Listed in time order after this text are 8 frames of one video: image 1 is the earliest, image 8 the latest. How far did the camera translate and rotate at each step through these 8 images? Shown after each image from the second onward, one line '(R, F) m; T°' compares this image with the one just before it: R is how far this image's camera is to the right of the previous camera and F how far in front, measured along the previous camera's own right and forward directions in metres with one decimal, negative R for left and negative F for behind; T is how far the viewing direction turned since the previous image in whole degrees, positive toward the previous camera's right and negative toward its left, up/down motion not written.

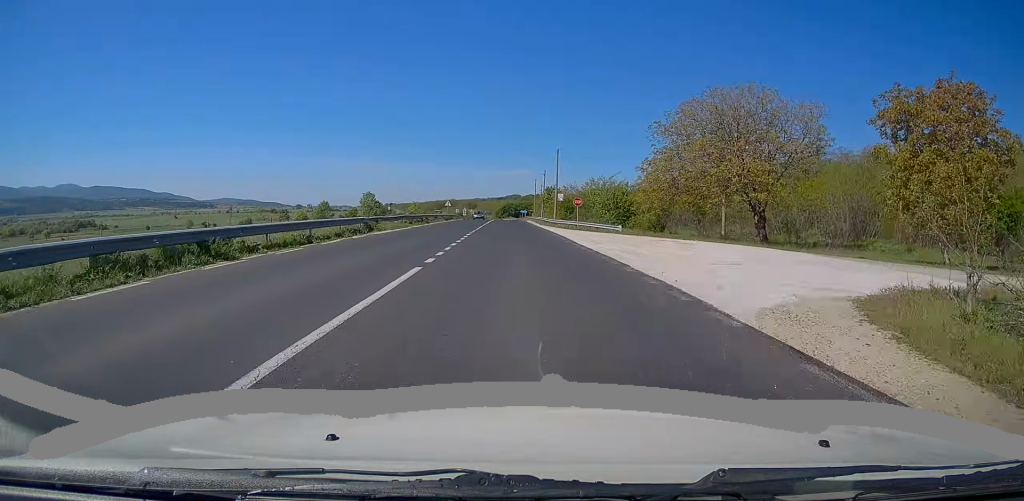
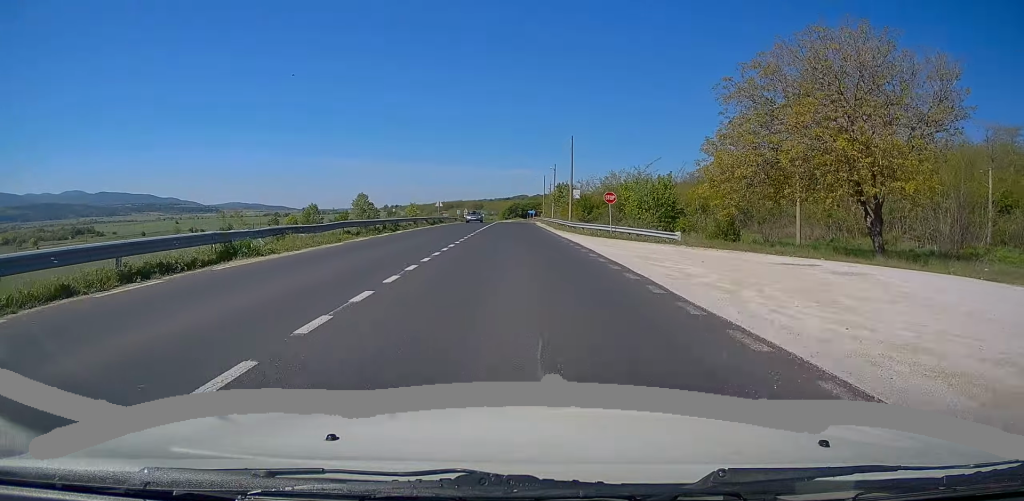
(-0.2, +15.0) m; -1°
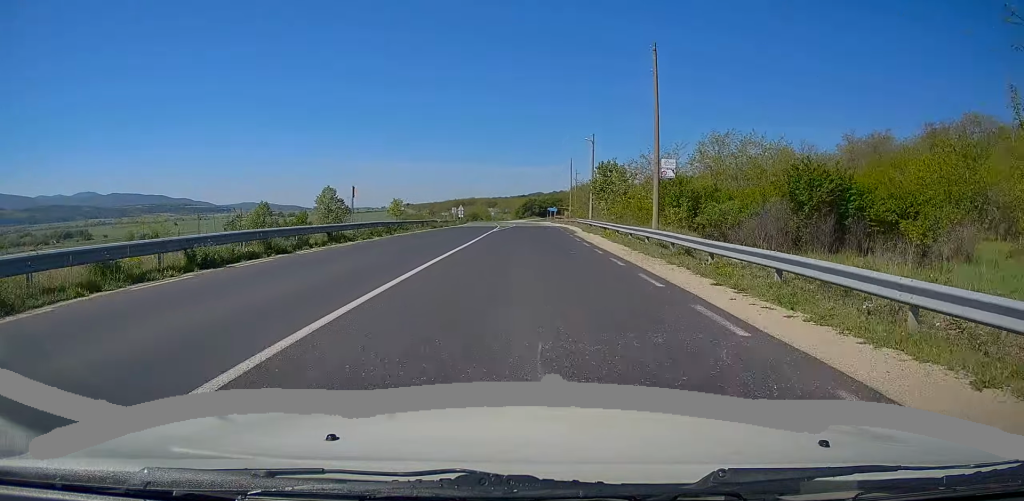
(-0.5, +38.3) m; -1°
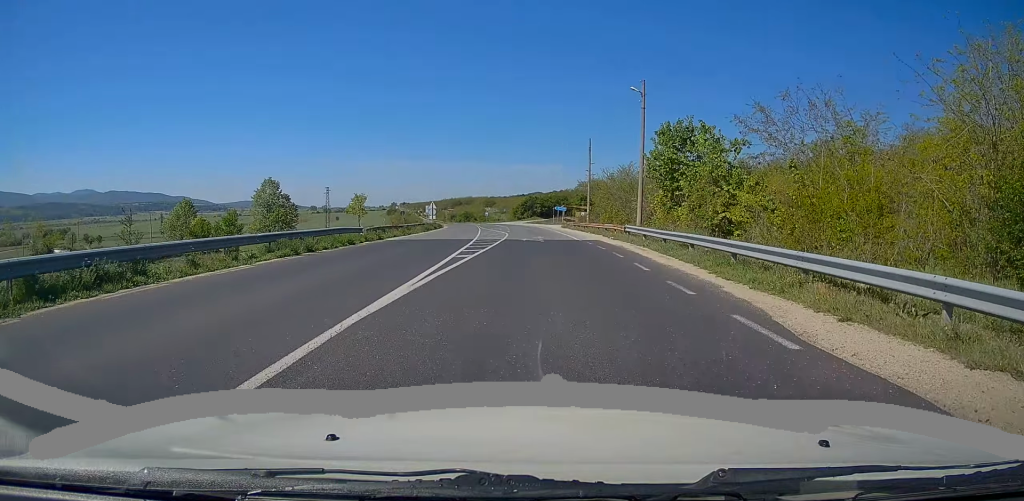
(-0.3, +28.1) m; 0°
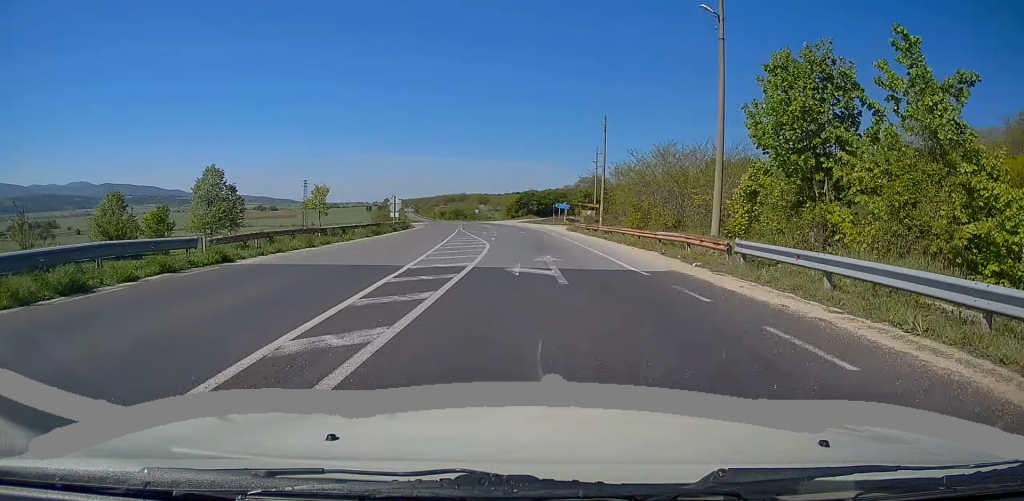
(+0.3, +16.4) m; 0°
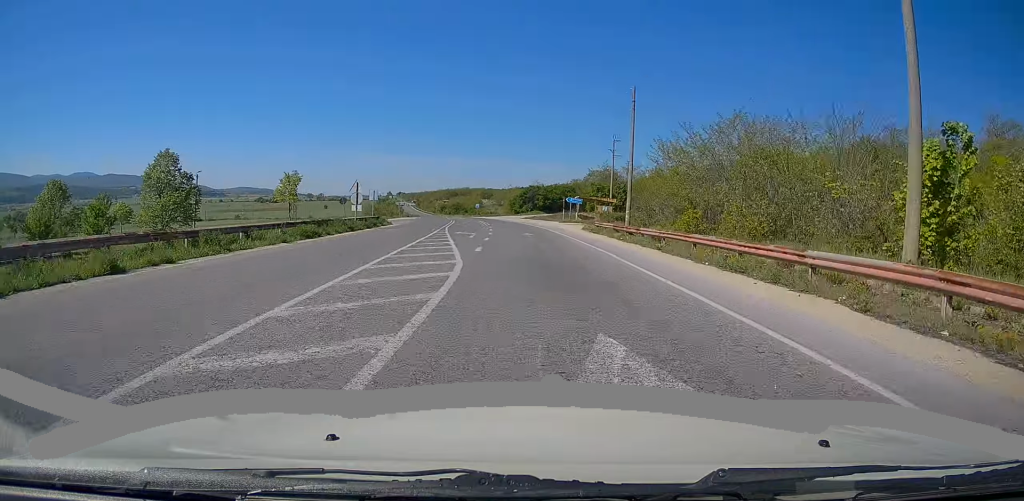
(-0.1, +11.6) m; 0°
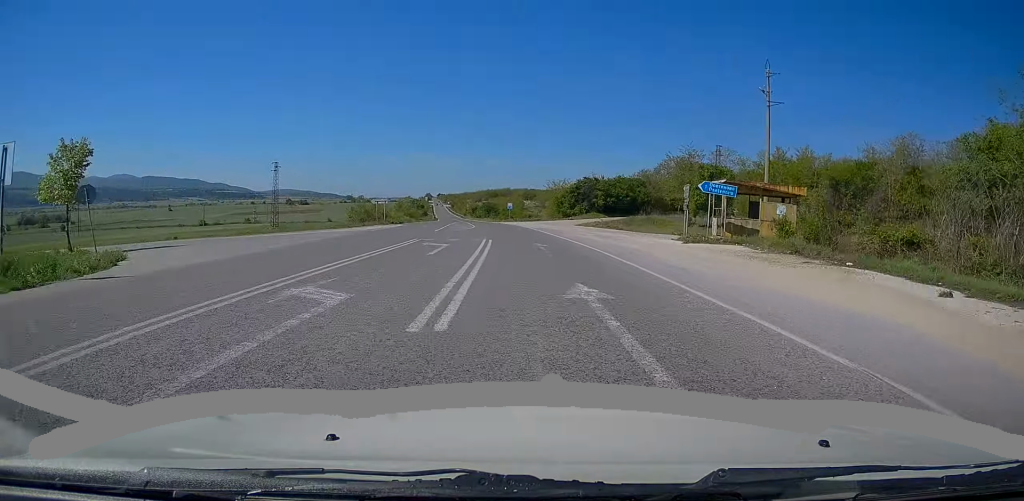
(-0.5, +39.7) m; -2°
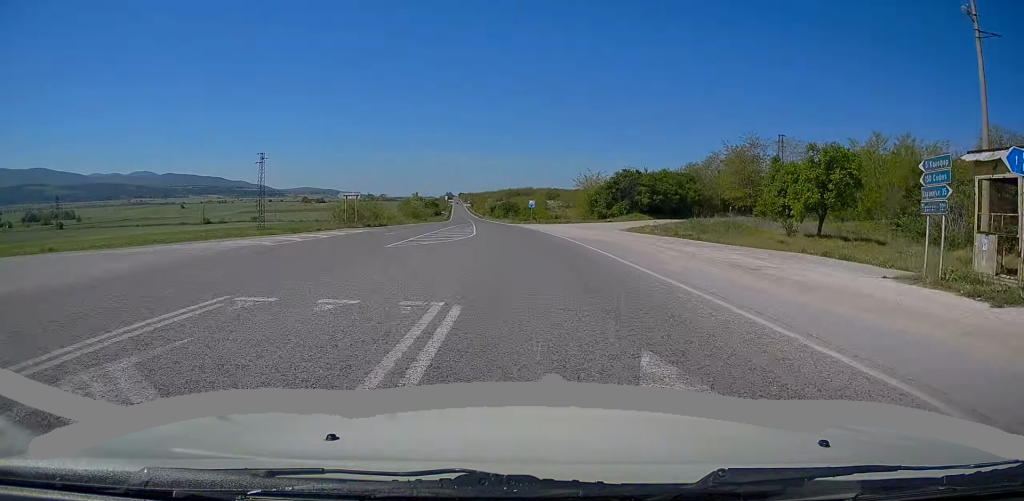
(-0.4, +18.5) m; -2°
